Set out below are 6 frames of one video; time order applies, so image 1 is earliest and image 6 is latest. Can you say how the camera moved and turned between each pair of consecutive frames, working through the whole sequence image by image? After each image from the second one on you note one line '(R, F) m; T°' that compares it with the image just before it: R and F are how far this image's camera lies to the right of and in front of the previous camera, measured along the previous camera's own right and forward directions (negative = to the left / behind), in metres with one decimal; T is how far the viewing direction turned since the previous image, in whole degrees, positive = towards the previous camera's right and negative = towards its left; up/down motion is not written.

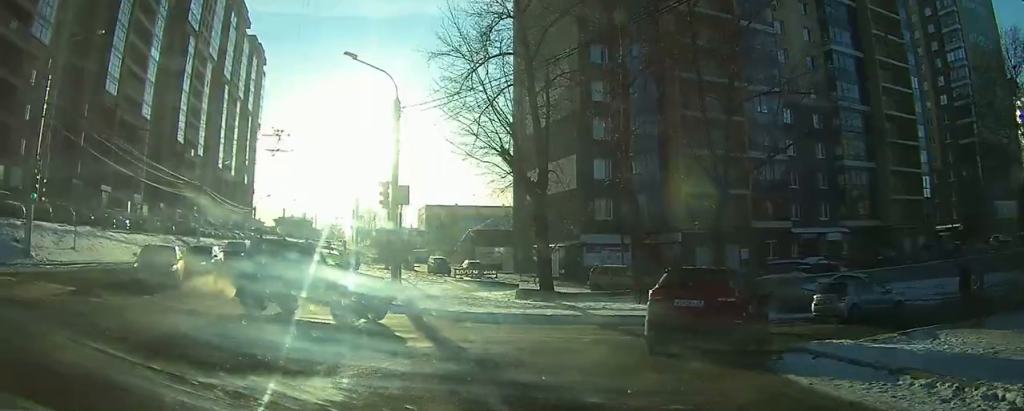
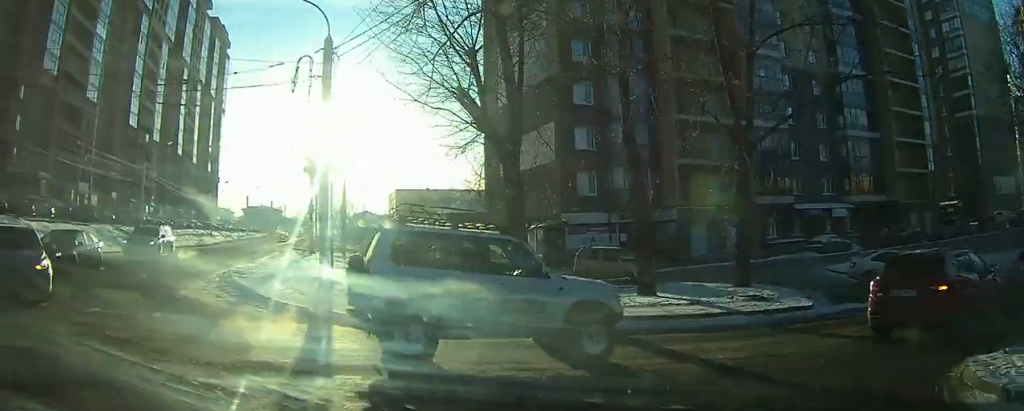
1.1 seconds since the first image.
(0.0, +6.9) m; +5°
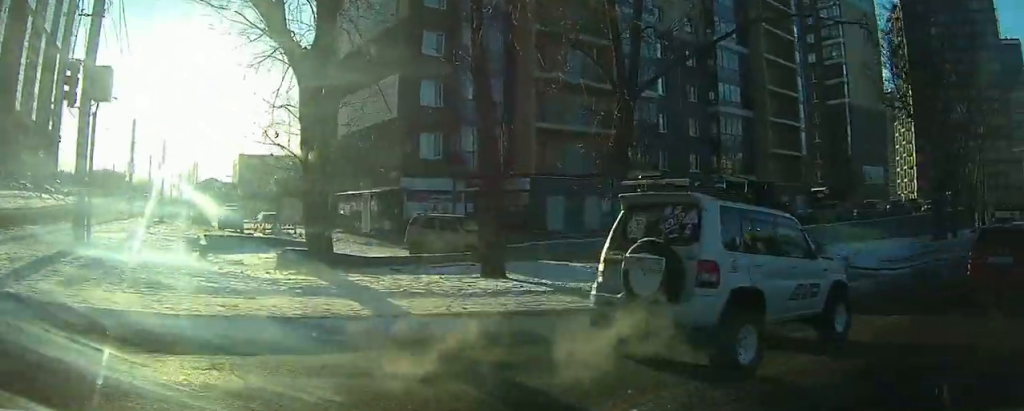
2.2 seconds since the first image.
(+0.6, +5.6) m; +15°
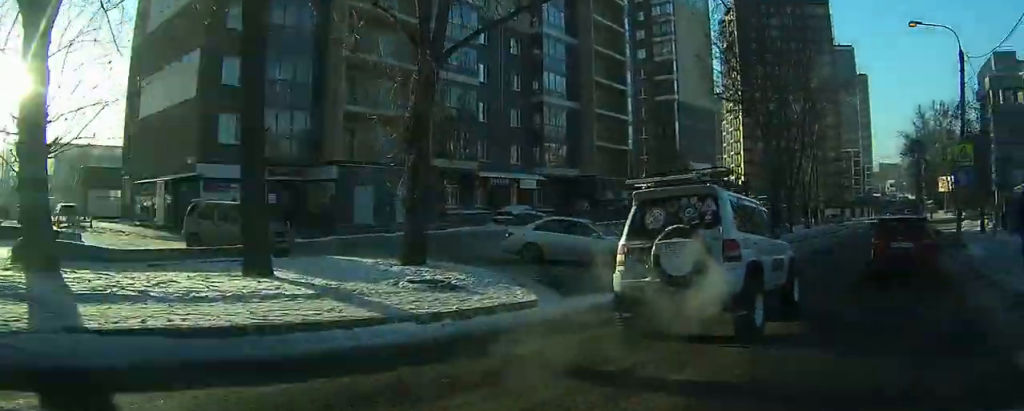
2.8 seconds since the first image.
(+0.4, +3.0) m; +8°
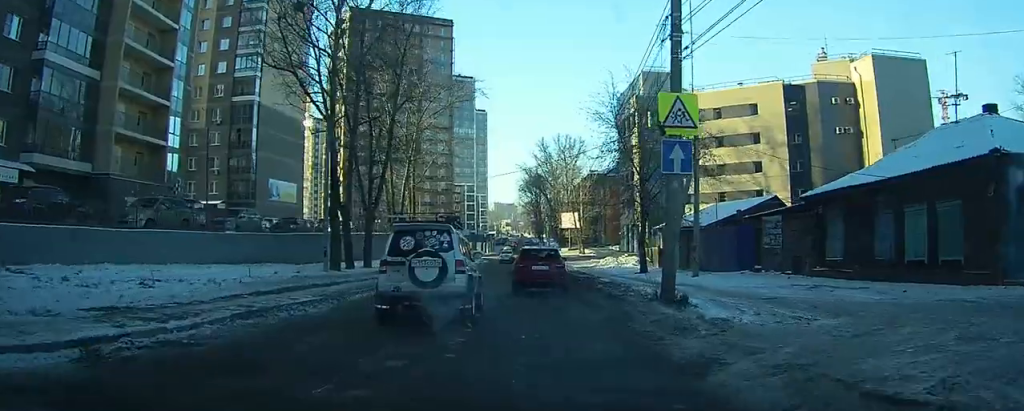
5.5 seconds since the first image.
(+5.5, +13.9) m; +31°
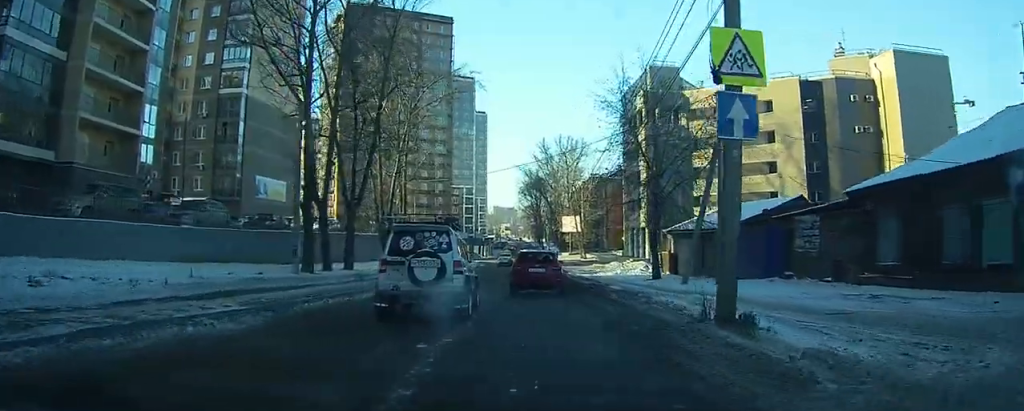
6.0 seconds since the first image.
(0.0, +3.7) m; -4°
